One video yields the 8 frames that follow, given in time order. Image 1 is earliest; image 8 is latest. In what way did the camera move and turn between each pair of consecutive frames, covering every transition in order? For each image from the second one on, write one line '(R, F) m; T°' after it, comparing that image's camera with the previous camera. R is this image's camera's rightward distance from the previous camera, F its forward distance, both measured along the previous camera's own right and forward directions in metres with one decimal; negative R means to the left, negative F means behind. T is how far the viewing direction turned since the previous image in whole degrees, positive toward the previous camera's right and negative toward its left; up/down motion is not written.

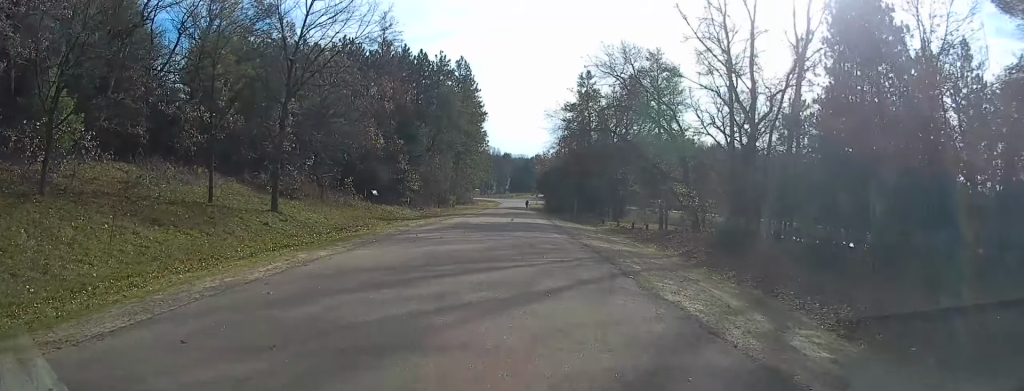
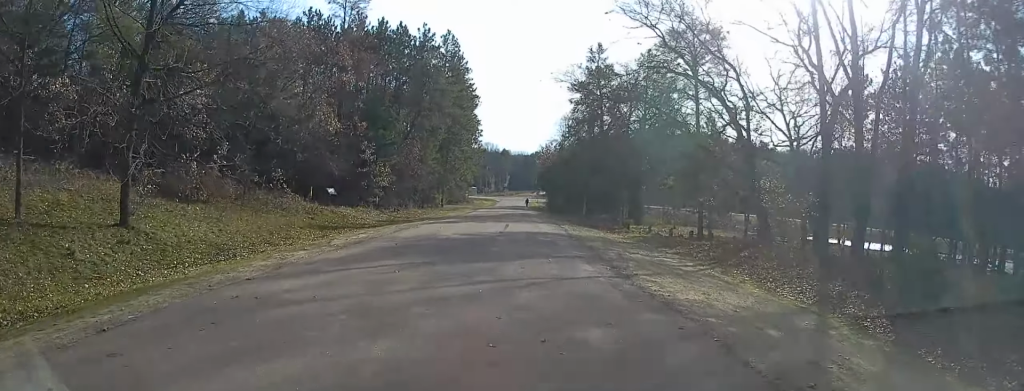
(+0.2, +14.8) m; 0°
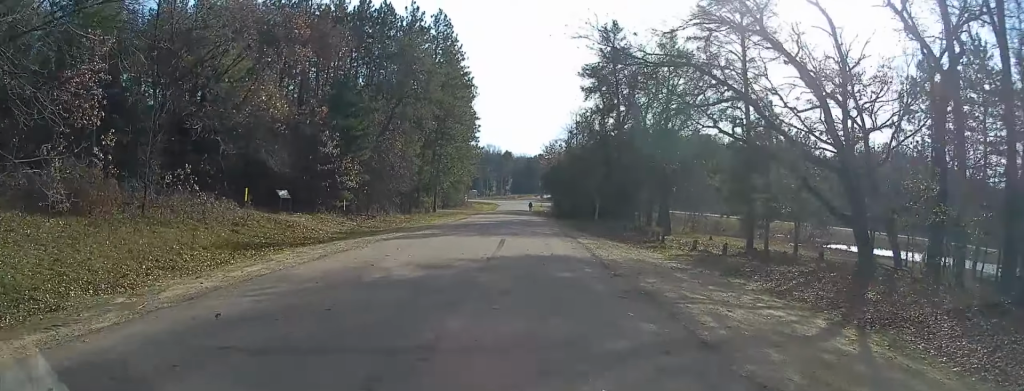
(-0.4, +10.9) m; 0°
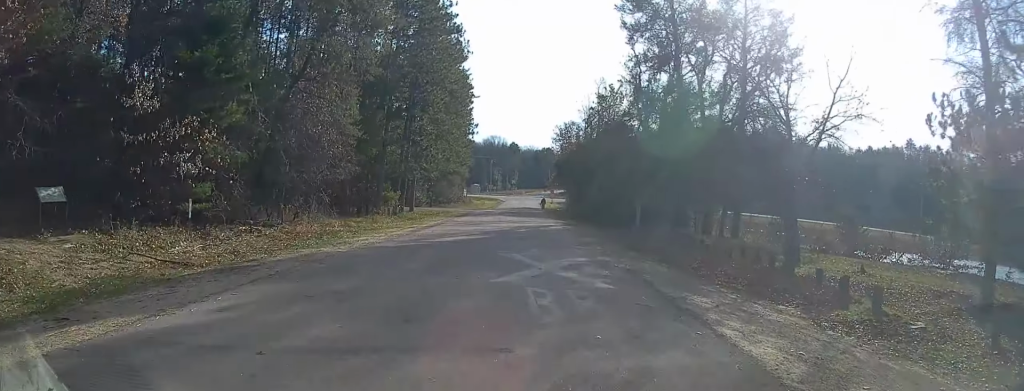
(+0.3, +22.1) m; -1°
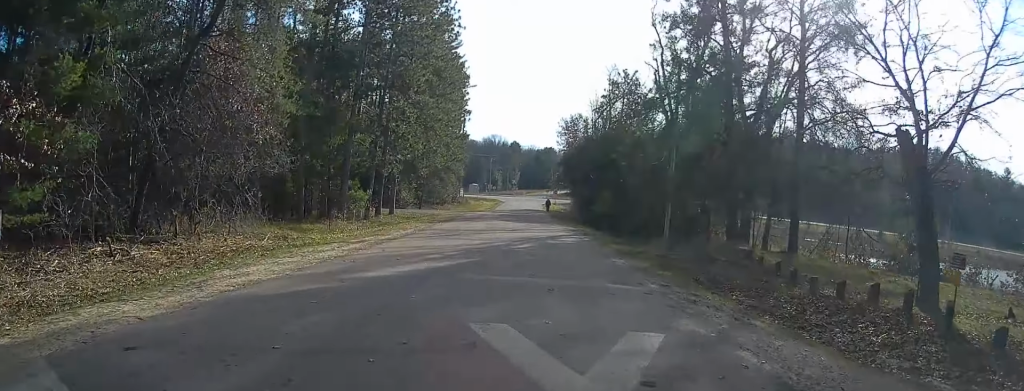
(-0.2, +10.0) m; -1°
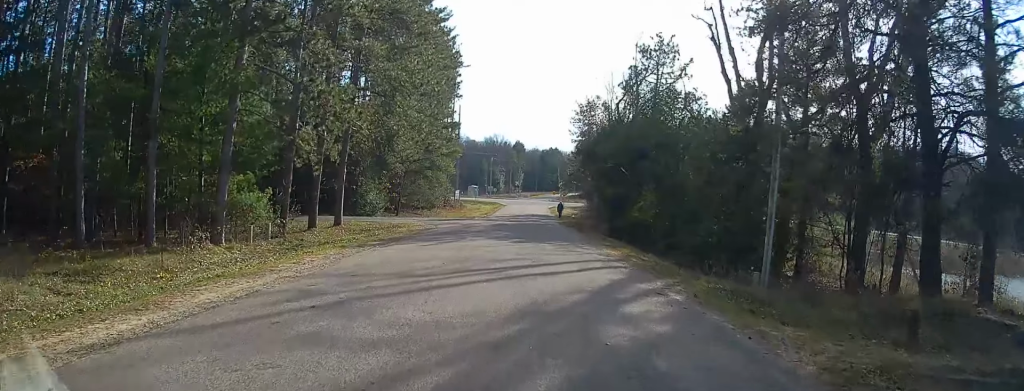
(0.0, +16.2) m; 0°
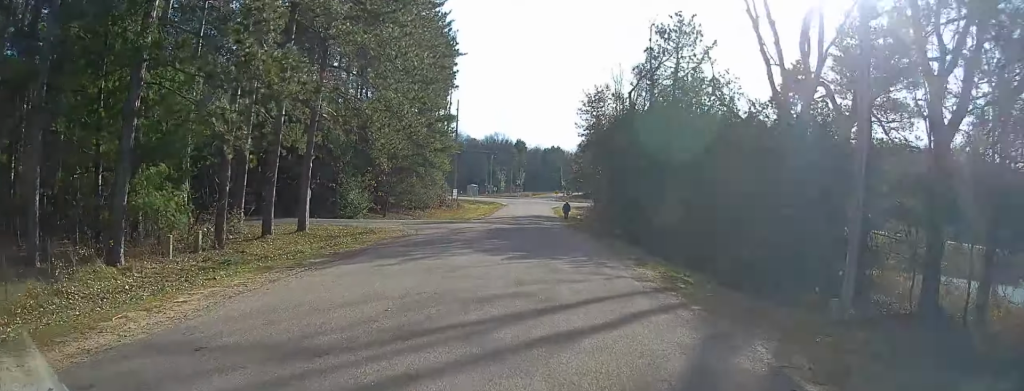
(0.0, +6.2) m; 0°
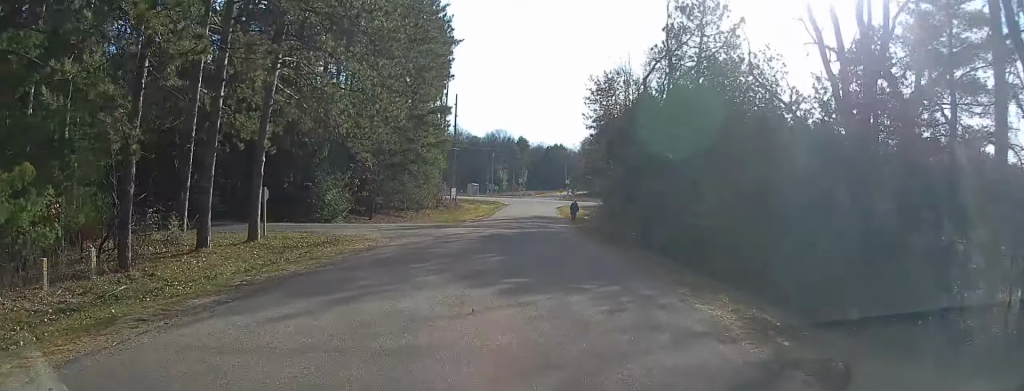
(0.0, +5.8) m; 0°
